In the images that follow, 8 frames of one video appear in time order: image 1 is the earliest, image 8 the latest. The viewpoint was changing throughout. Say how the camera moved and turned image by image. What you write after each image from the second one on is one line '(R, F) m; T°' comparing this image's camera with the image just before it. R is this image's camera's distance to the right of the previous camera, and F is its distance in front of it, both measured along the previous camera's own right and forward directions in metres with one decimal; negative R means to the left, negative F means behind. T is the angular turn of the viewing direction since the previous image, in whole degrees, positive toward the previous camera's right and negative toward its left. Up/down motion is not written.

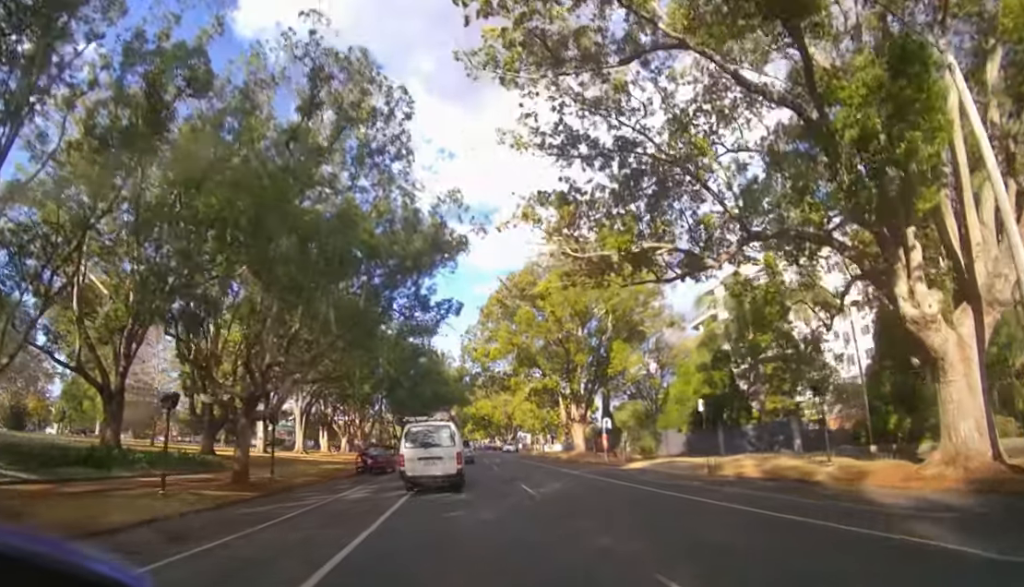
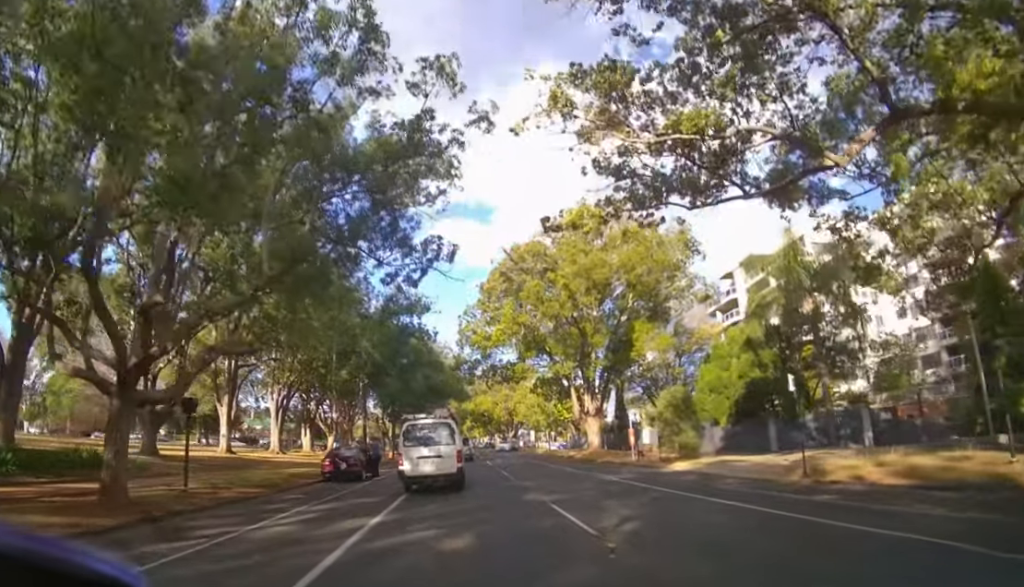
(+0.2, +6.3) m; +3°
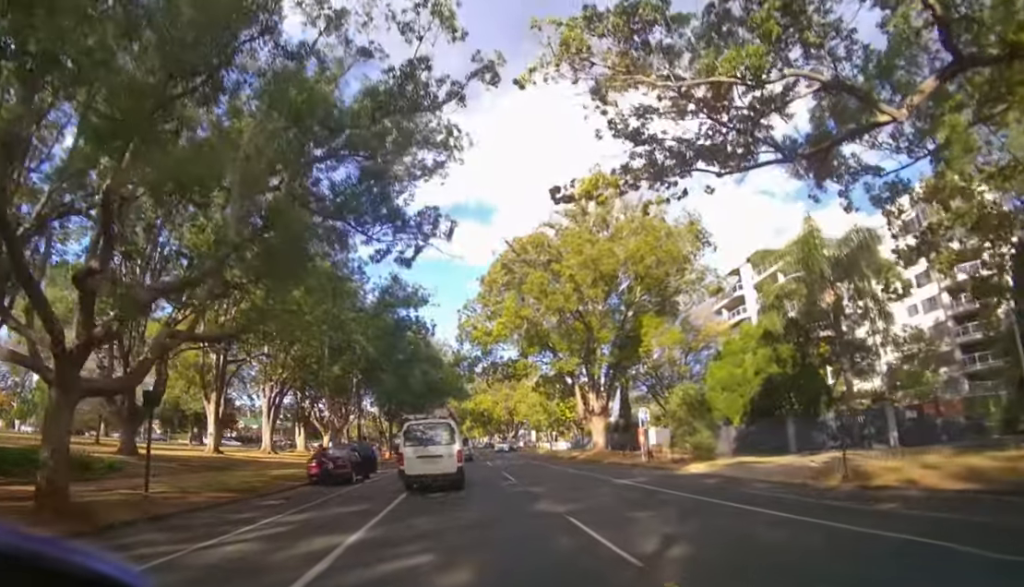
(+0.1, +2.0) m; 0°
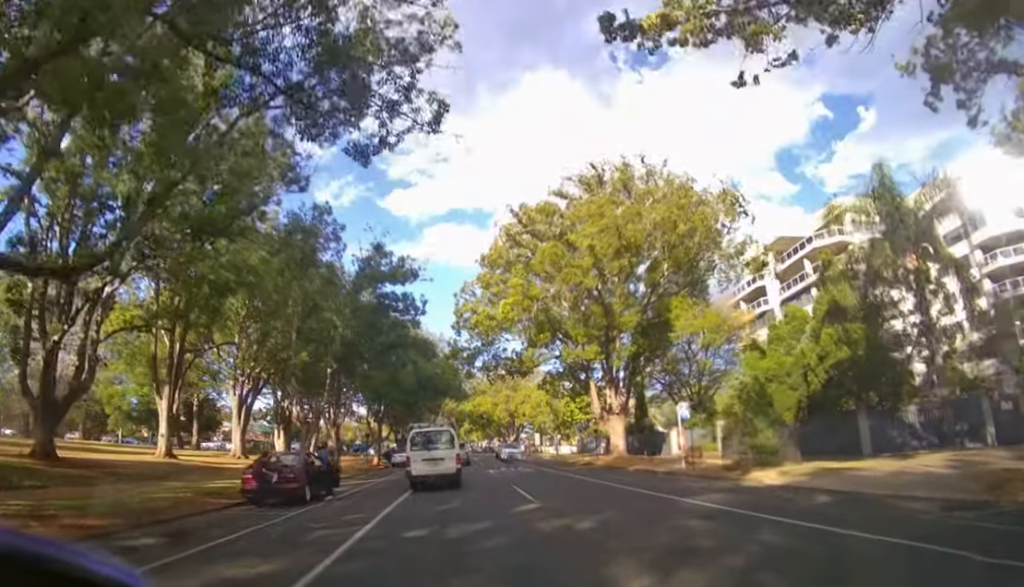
(-0.1, +6.7) m; 0°
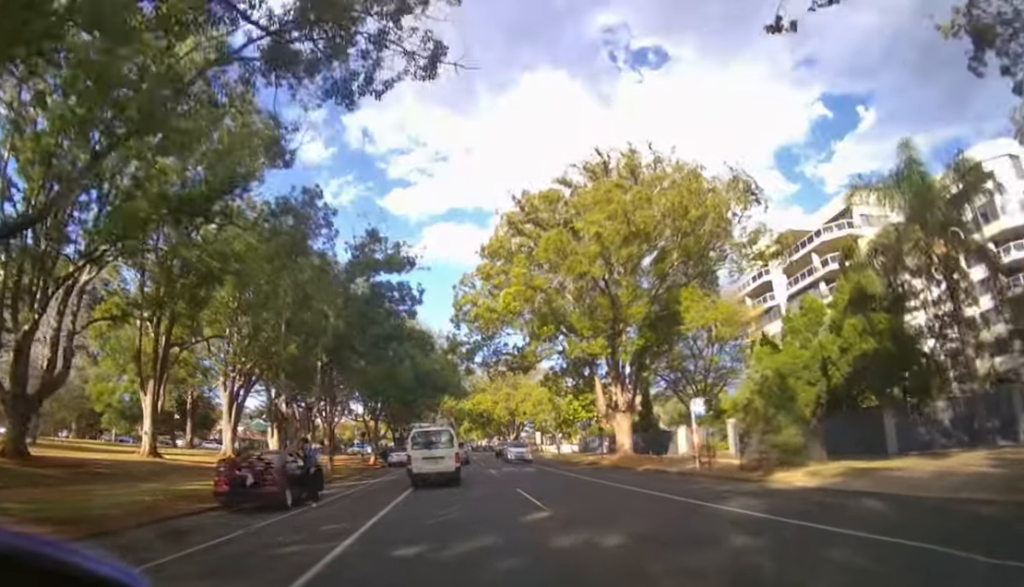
(+0.1, +1.6) m; +1°
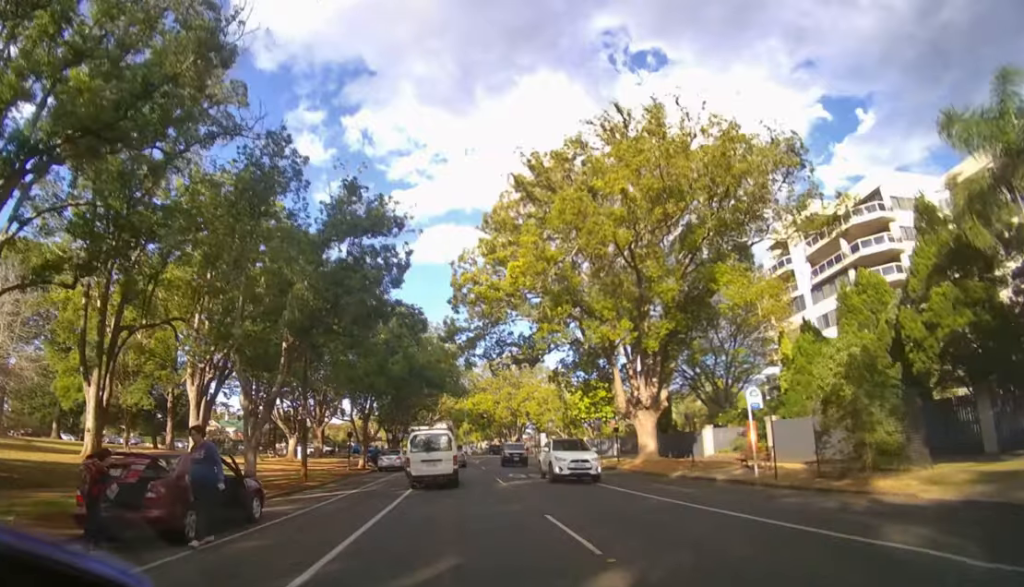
(-0.1, +5.1) m; -1°
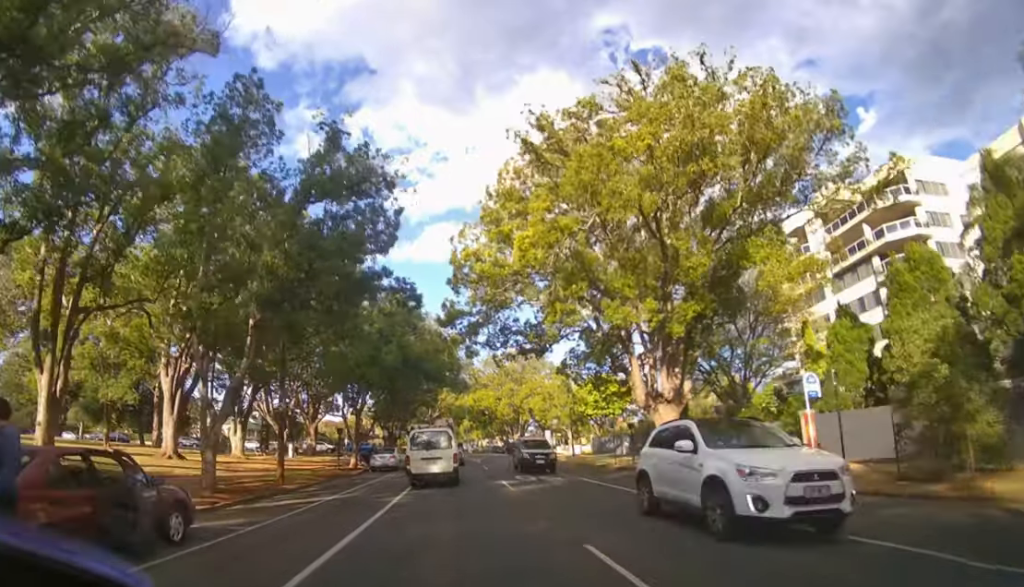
(0.0, +3.0) m; -1°
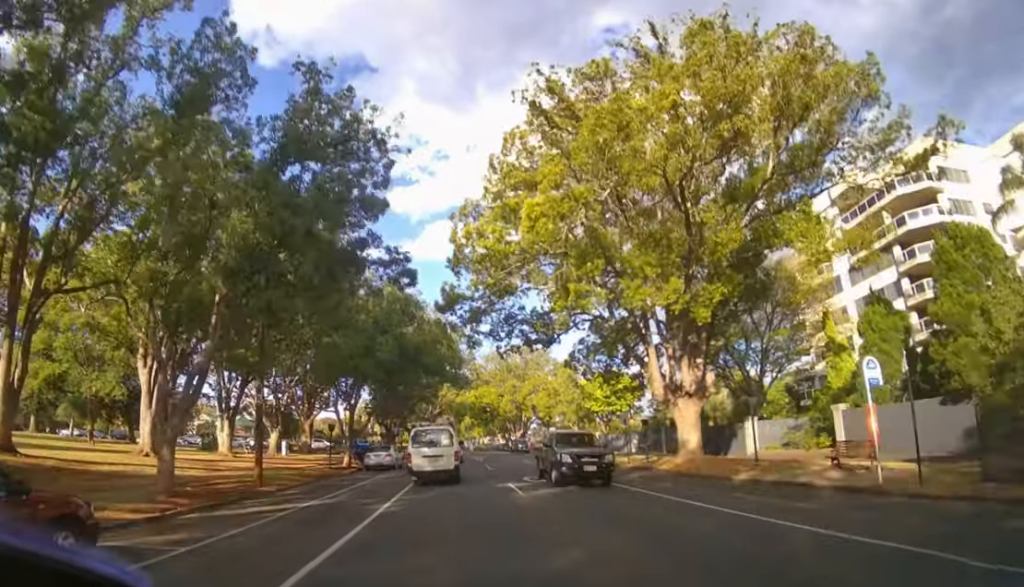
(0.0, +2.3) m; -1°
